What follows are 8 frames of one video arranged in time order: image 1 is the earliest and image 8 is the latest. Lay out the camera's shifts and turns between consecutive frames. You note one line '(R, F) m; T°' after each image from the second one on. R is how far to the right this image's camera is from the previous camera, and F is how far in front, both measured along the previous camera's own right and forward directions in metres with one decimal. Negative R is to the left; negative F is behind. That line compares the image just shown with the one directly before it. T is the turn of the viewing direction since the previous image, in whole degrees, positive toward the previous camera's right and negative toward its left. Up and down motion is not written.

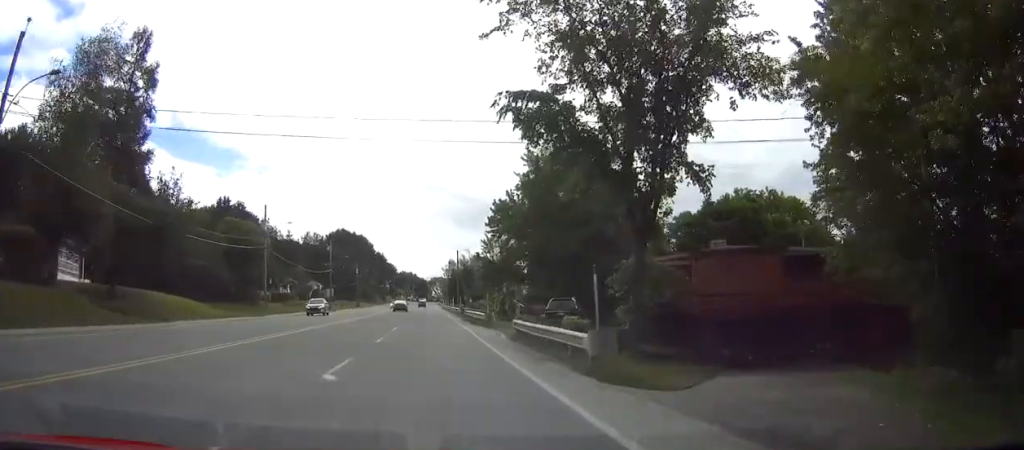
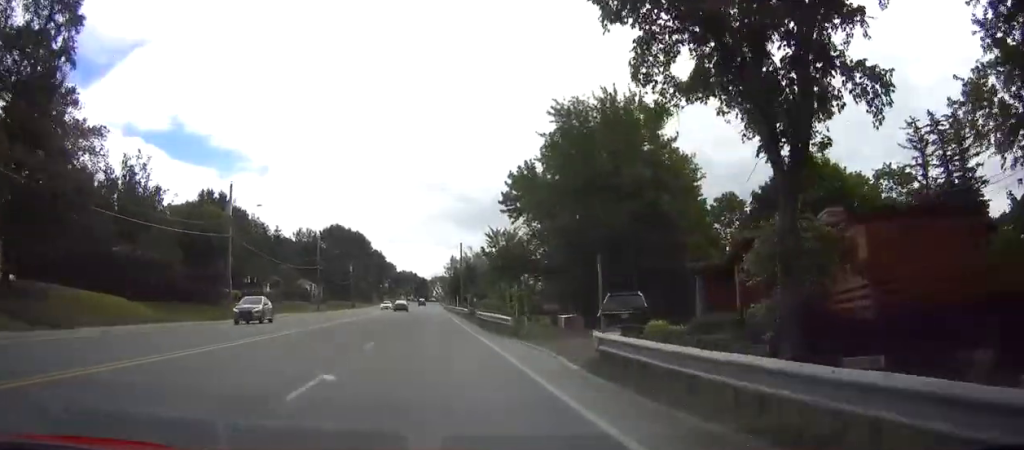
(-0.2, +12.1) m; -1°
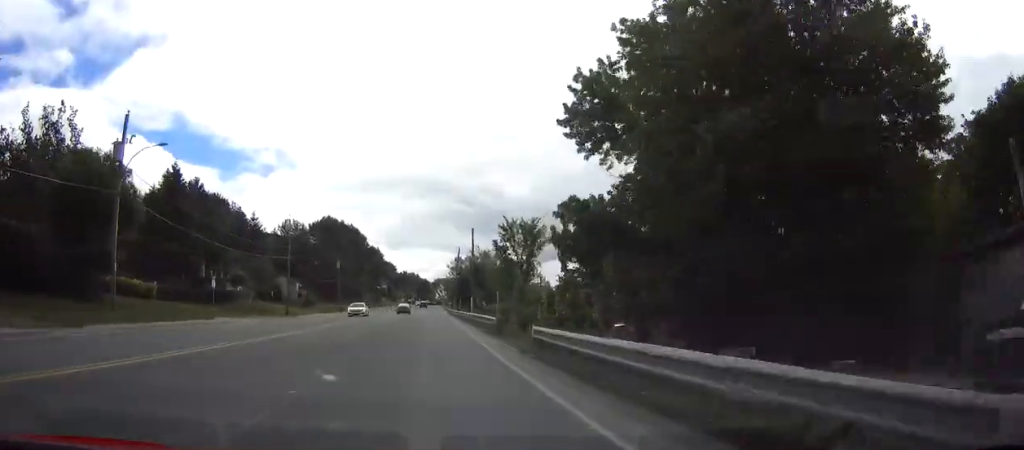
(-0.1, +21.6) m; 0°
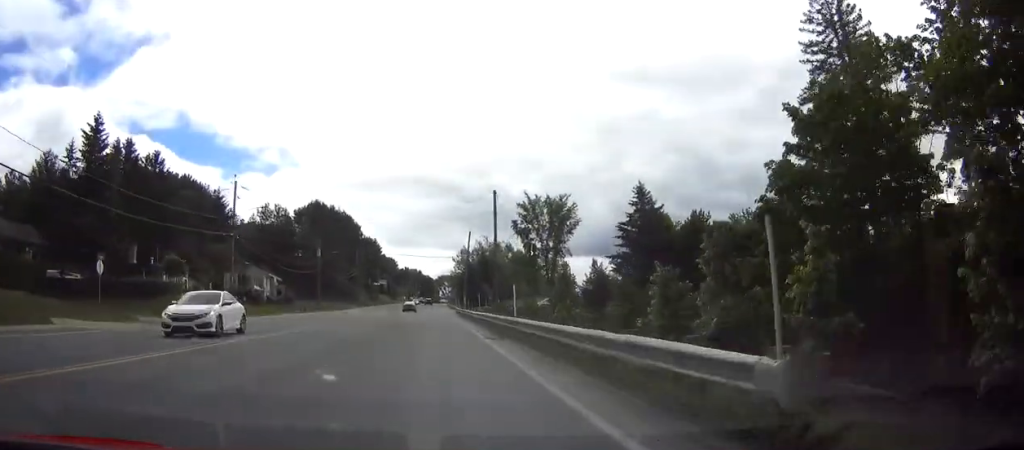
(0.0, +22.8) m; 0°
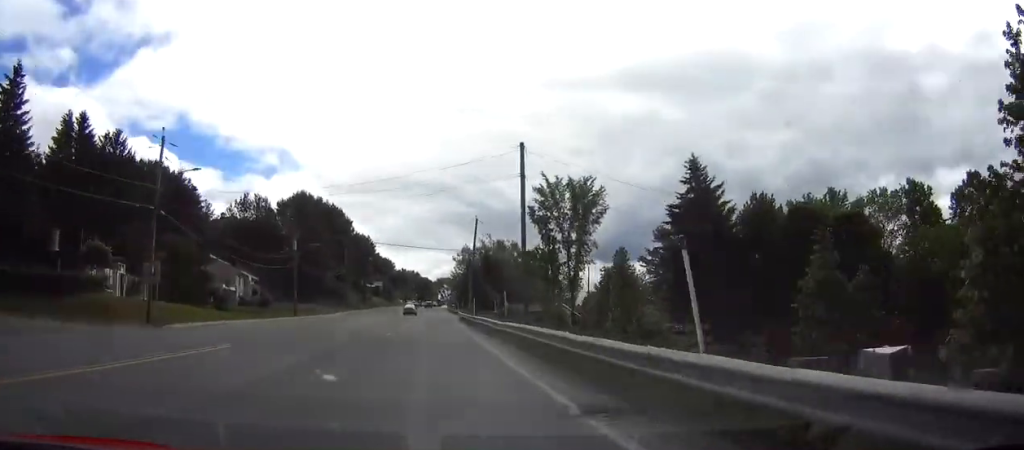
(+0.1, +15.8) m; 0°
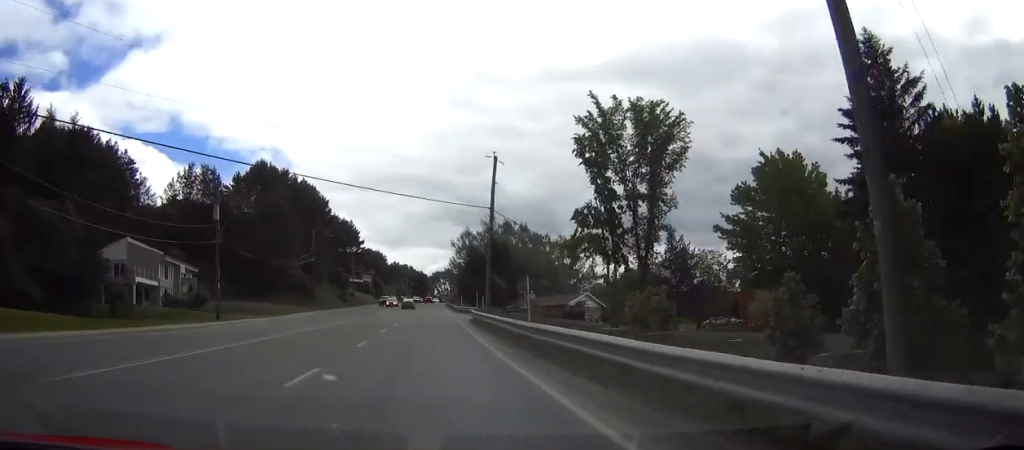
(+0.1, +27.4) m; 0°
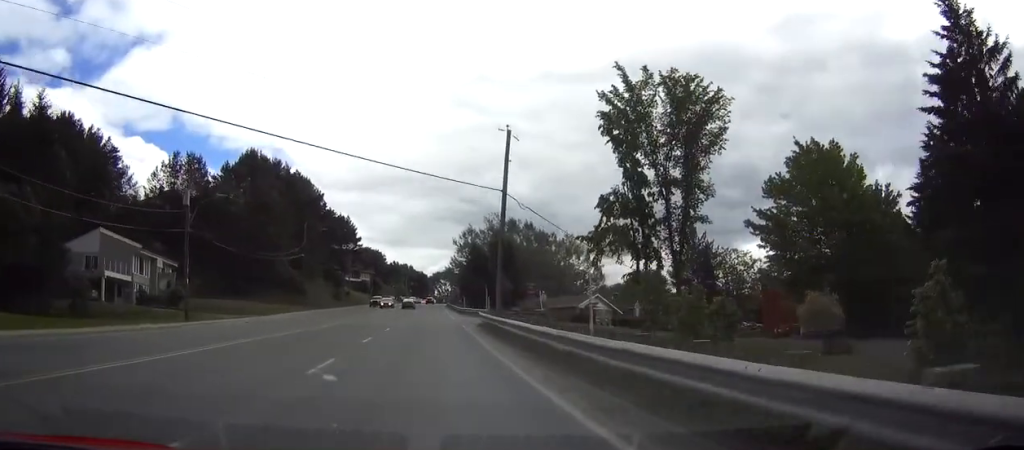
(0.0, +6.8) m; 0°
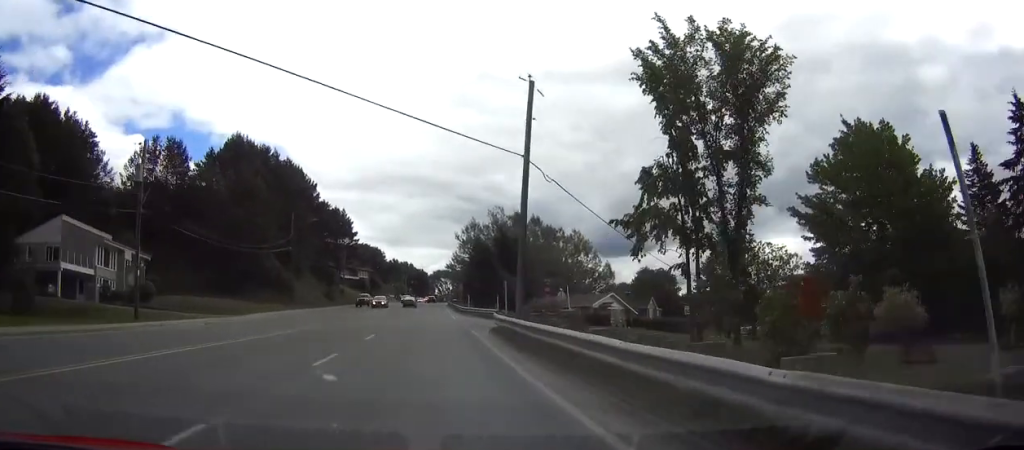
(0.0, +8.0) m; 0°
